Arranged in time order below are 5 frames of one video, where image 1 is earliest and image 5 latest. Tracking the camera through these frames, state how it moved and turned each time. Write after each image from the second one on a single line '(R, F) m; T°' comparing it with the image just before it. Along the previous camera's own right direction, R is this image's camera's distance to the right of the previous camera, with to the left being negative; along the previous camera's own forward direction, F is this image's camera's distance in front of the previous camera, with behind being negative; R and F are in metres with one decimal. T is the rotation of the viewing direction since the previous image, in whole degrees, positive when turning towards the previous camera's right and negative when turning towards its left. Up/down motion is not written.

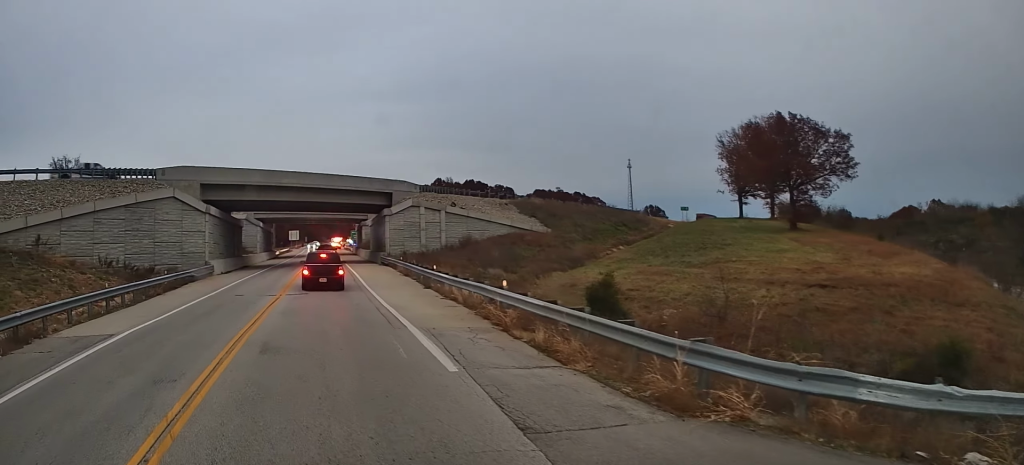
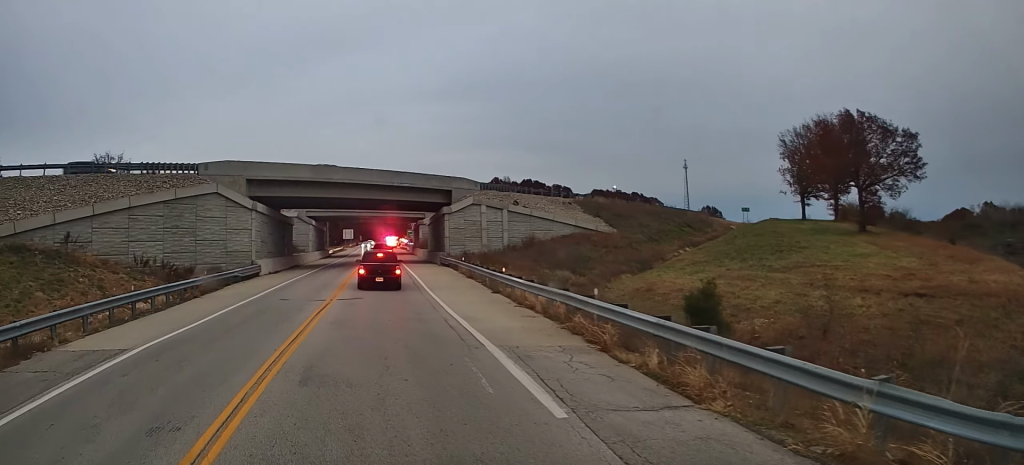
(-0.2, +2.6) m; -6°
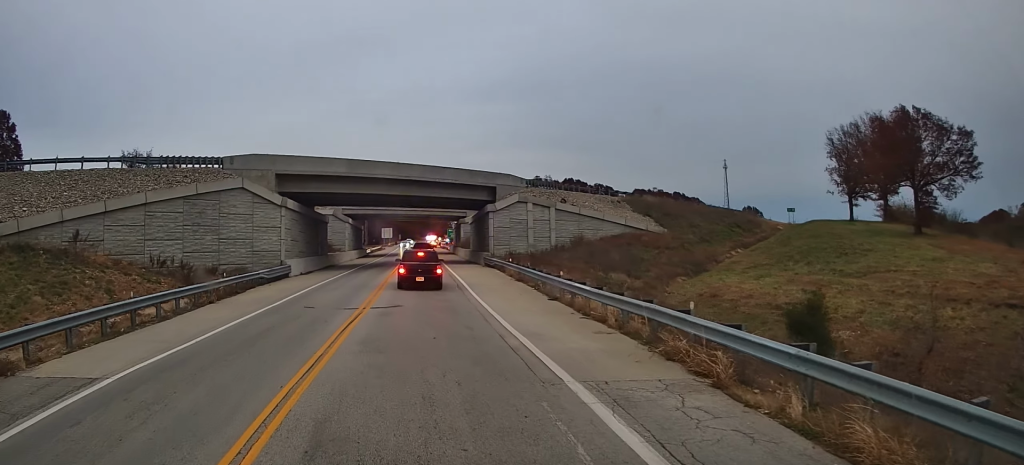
(-0.1, +3.0) m; -3°
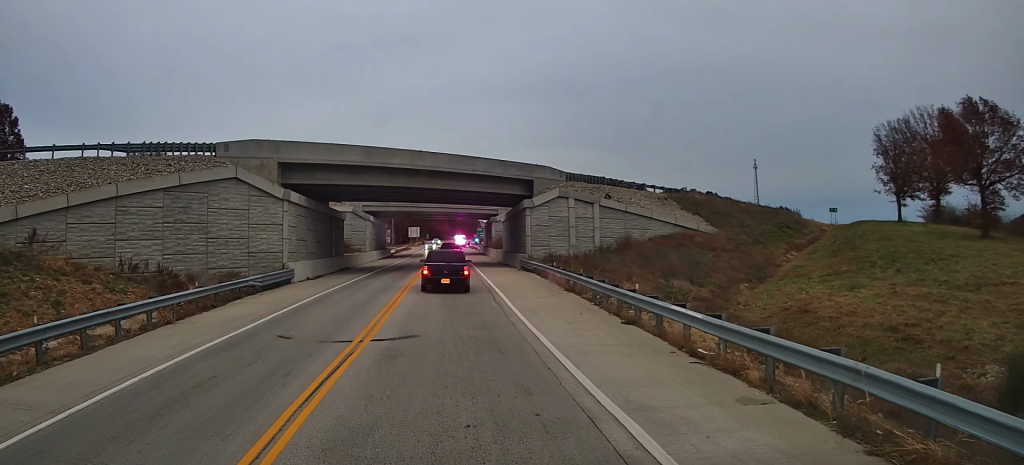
(-0.1, +6.2) m; 0°
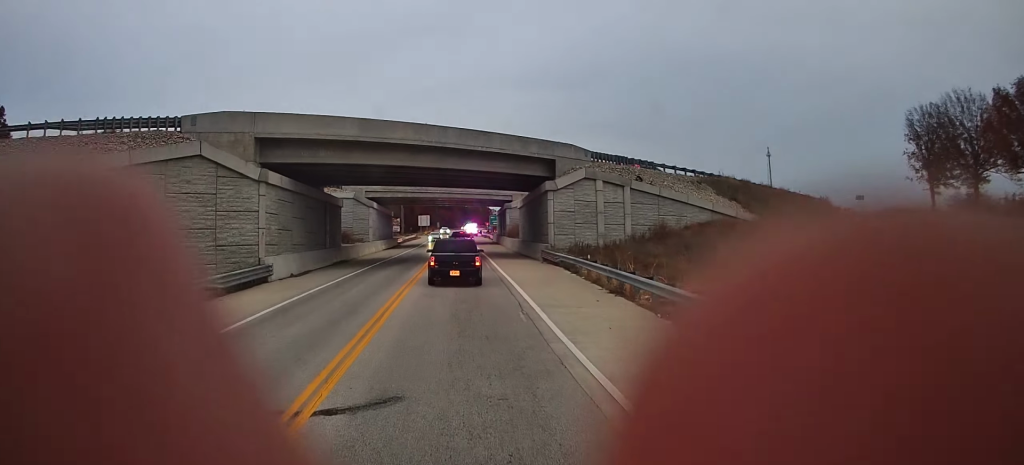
(+0.2, +5.9) m; +3°
